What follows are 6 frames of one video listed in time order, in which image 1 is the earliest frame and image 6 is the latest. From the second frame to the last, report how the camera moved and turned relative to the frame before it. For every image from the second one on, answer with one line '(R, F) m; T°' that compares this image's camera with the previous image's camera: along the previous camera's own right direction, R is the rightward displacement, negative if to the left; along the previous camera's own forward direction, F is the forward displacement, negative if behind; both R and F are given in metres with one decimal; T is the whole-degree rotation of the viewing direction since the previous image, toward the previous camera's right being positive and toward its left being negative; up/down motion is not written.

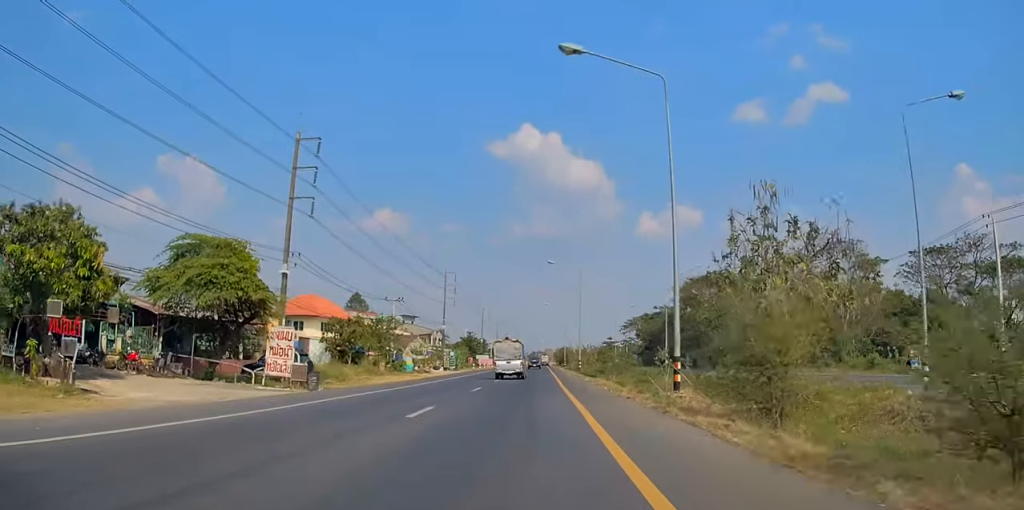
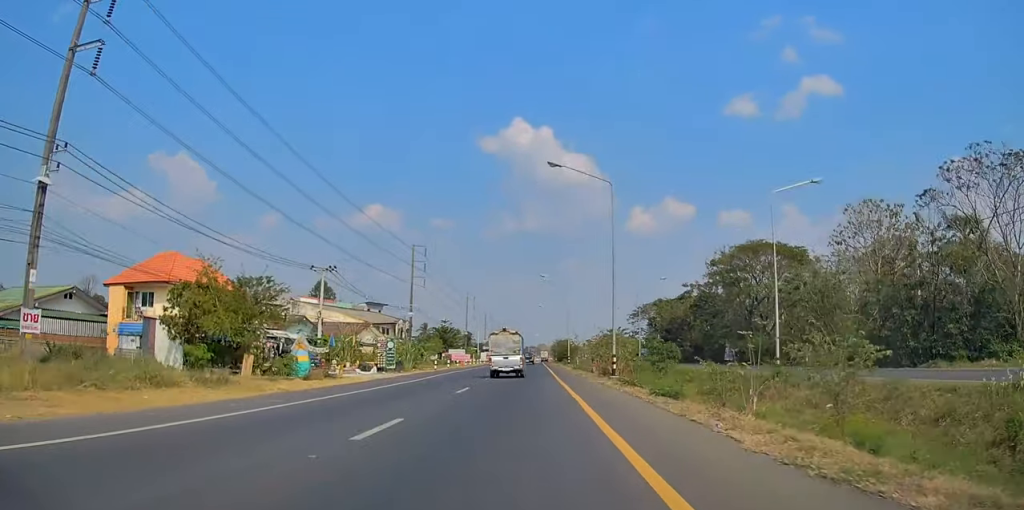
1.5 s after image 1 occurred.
(+0.2, +29.6) m; 0°
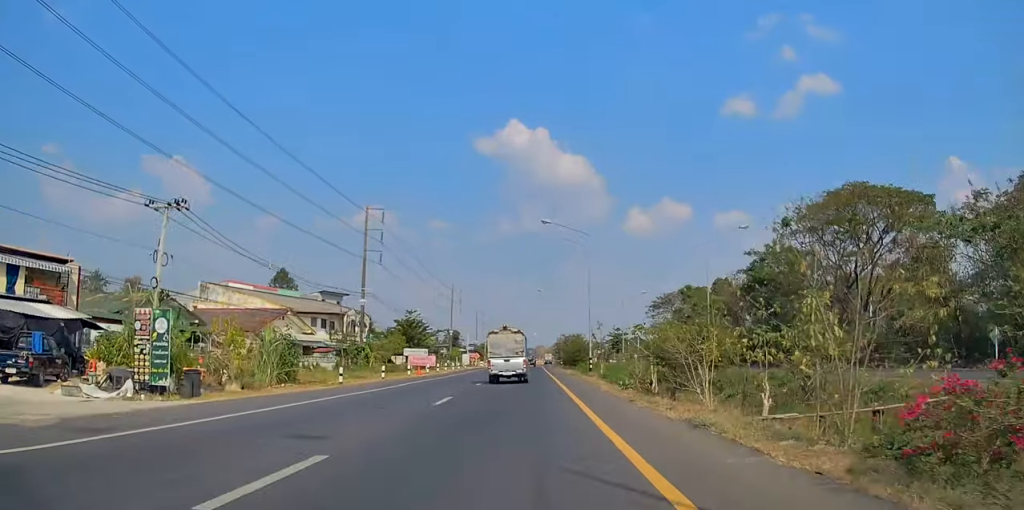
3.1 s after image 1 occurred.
(0.0, +28.8) m; 0°
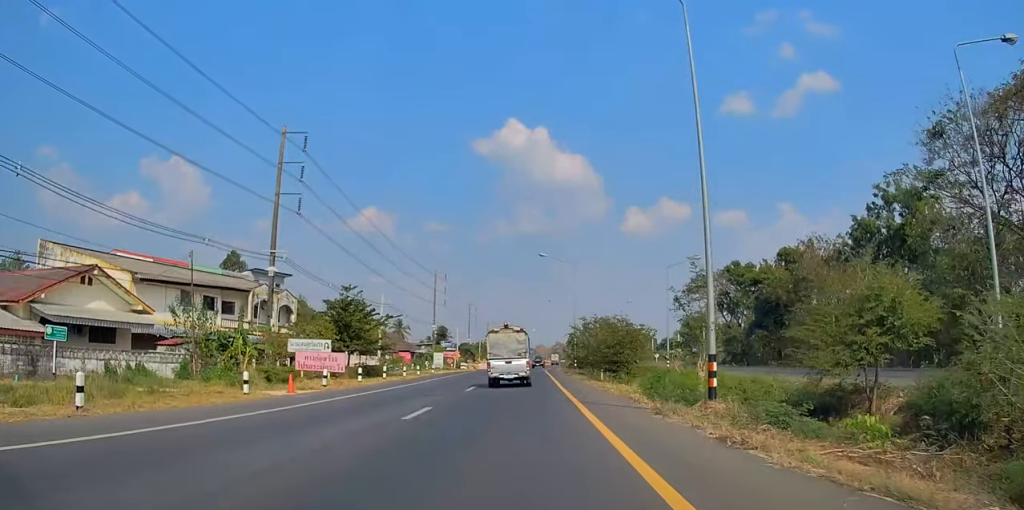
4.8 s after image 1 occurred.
(-0.2, +28.5) m; -1°
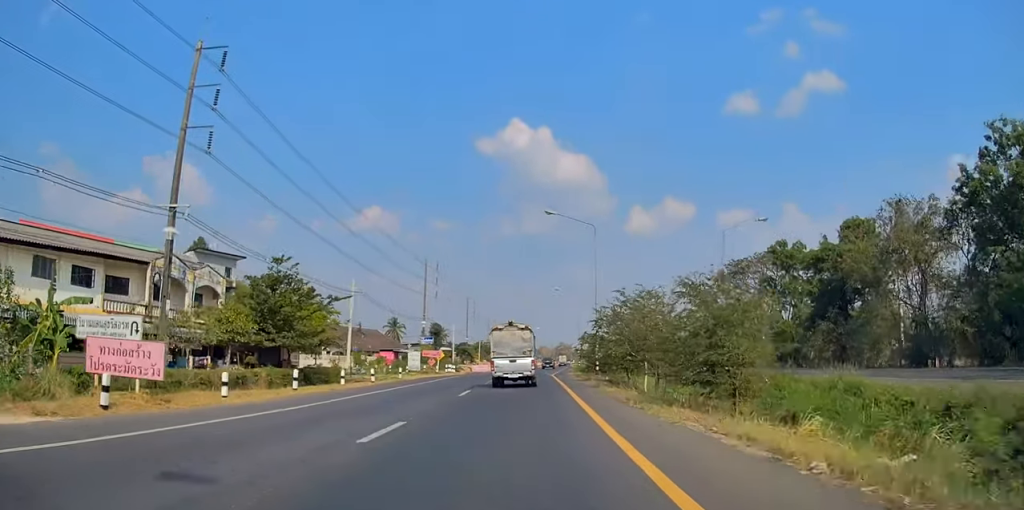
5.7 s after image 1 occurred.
(+0.1, +16.0) m; +1°
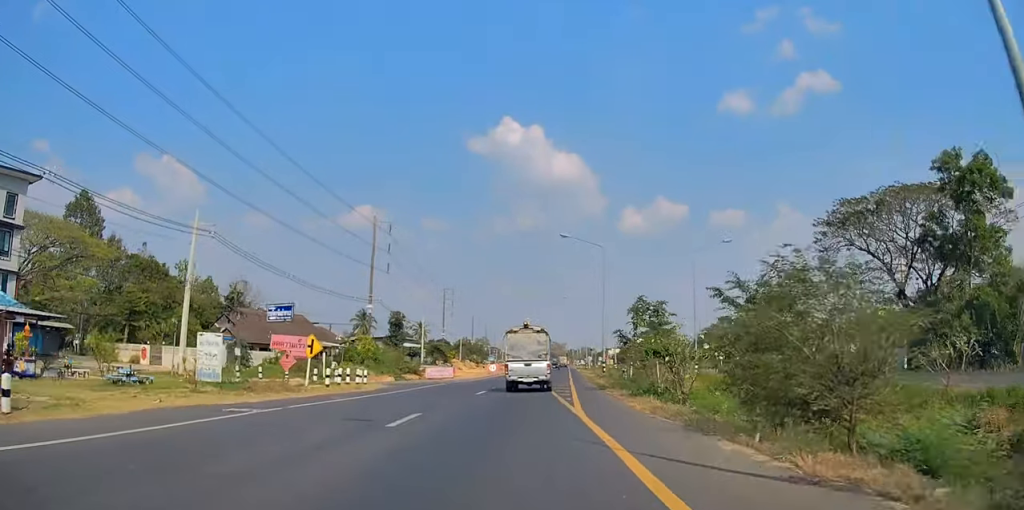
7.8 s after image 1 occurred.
(+0.7, +34.4) m; +2°
